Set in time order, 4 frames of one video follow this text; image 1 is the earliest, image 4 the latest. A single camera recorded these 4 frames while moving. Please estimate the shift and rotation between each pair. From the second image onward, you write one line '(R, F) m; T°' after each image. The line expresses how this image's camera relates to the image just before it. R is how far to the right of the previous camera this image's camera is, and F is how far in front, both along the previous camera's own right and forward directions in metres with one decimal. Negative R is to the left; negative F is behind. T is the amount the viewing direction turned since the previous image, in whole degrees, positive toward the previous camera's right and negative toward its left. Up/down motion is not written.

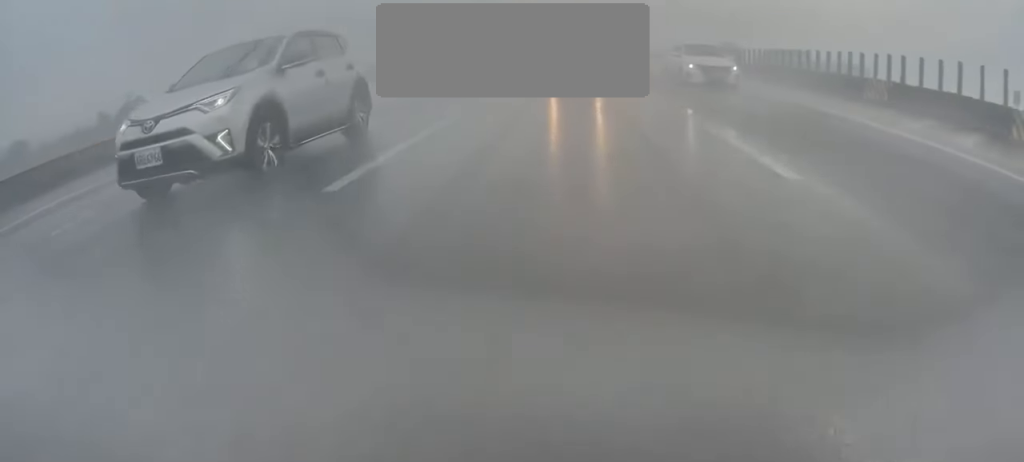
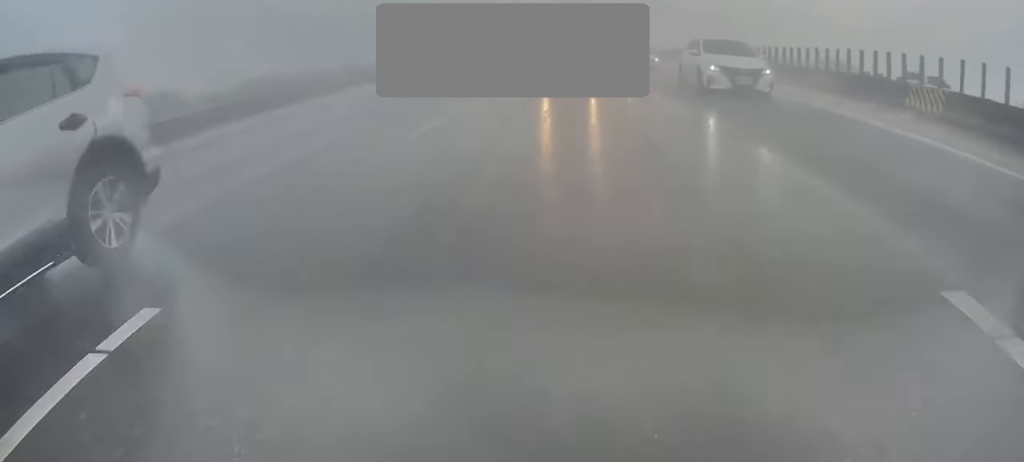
(+0.2, +15.8) m; 0°
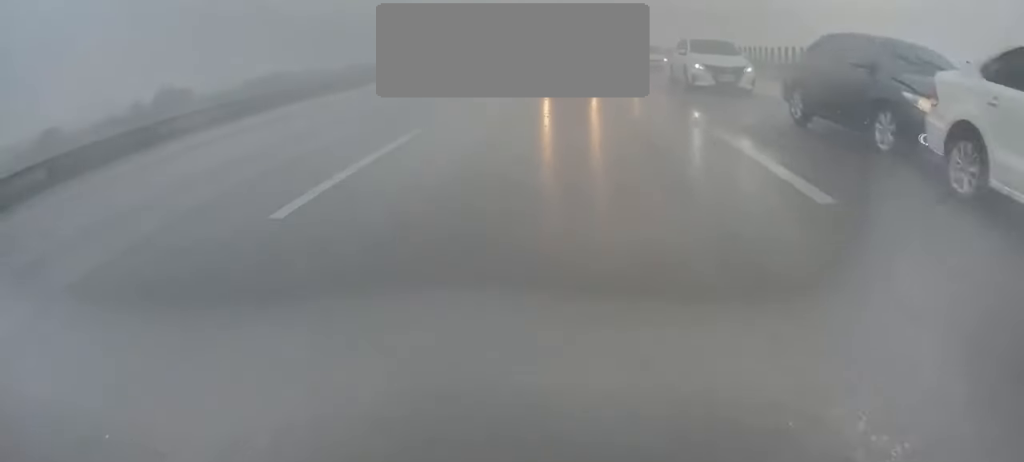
(0.0, +6.8) m; 0°
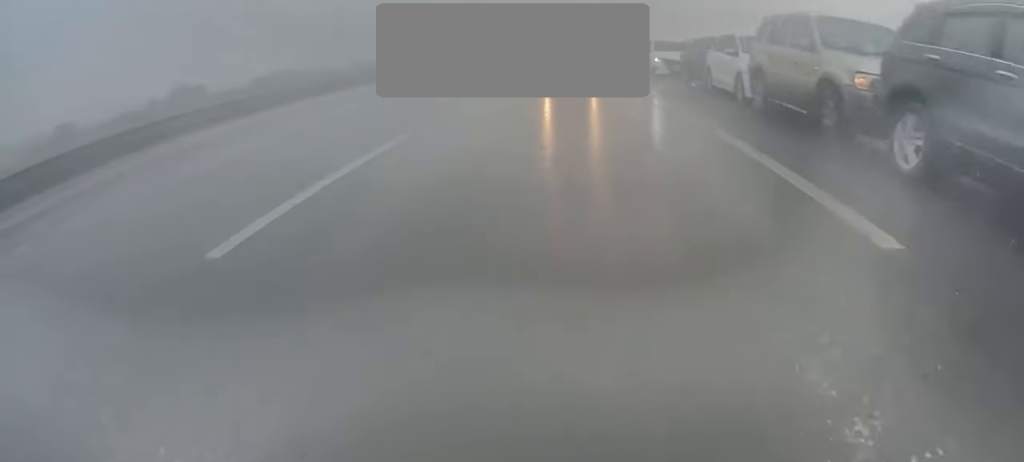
(-0.1, +9.7) m; 0°
